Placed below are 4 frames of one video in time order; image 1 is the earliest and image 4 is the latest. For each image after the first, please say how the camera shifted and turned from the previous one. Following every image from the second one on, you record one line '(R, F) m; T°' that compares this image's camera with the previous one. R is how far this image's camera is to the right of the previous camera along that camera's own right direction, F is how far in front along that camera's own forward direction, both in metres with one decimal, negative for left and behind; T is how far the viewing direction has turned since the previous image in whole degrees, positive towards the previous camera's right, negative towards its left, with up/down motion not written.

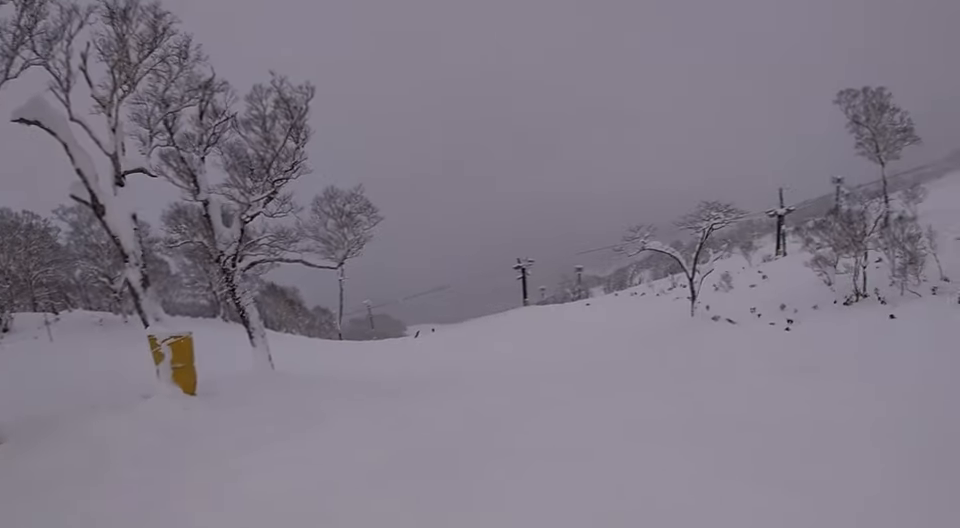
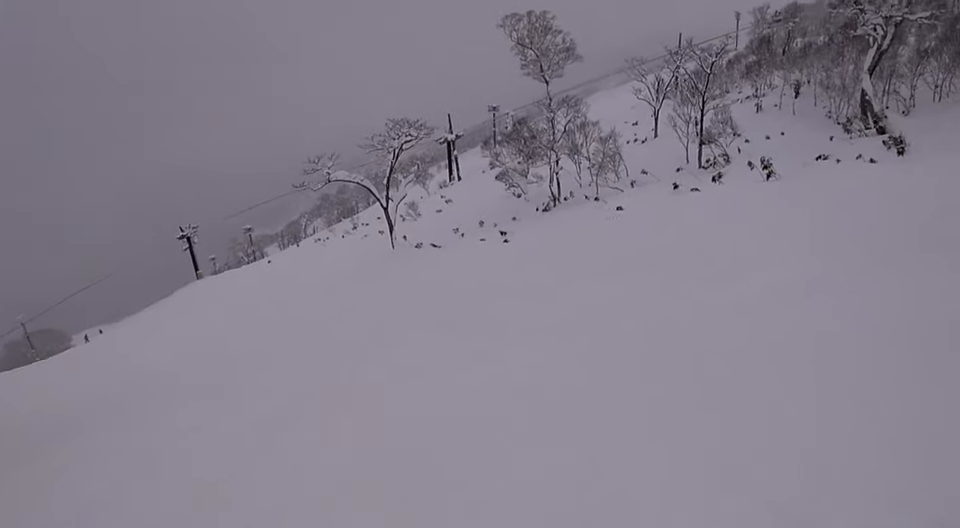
(+1.1, +4.0) m; +15°
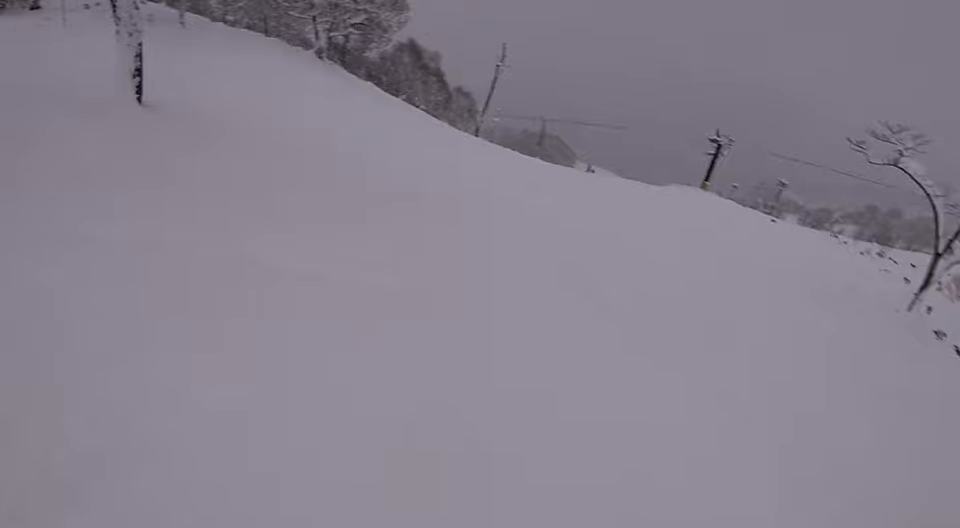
(-1.6, +7.3) m; -25°
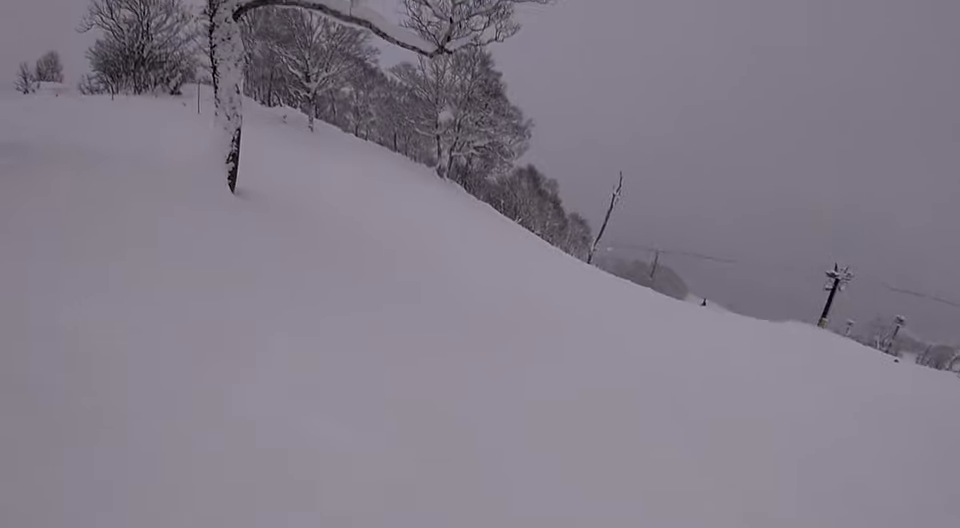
(-0.1, +1.9) m; -1°
